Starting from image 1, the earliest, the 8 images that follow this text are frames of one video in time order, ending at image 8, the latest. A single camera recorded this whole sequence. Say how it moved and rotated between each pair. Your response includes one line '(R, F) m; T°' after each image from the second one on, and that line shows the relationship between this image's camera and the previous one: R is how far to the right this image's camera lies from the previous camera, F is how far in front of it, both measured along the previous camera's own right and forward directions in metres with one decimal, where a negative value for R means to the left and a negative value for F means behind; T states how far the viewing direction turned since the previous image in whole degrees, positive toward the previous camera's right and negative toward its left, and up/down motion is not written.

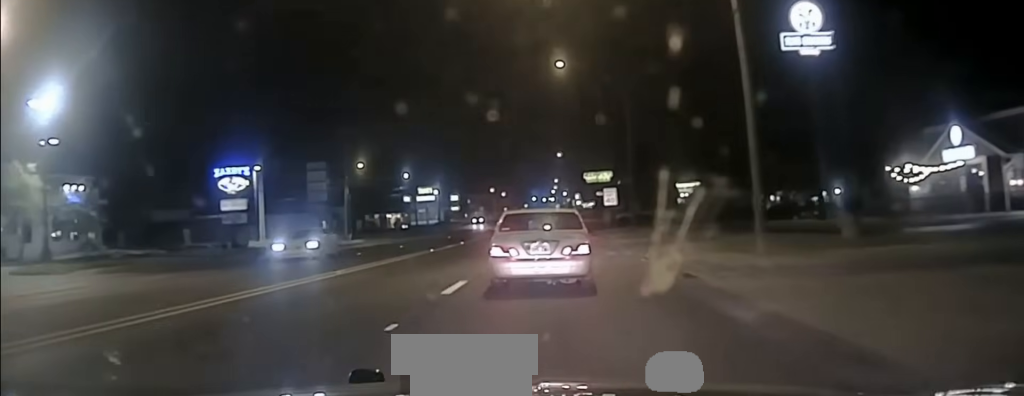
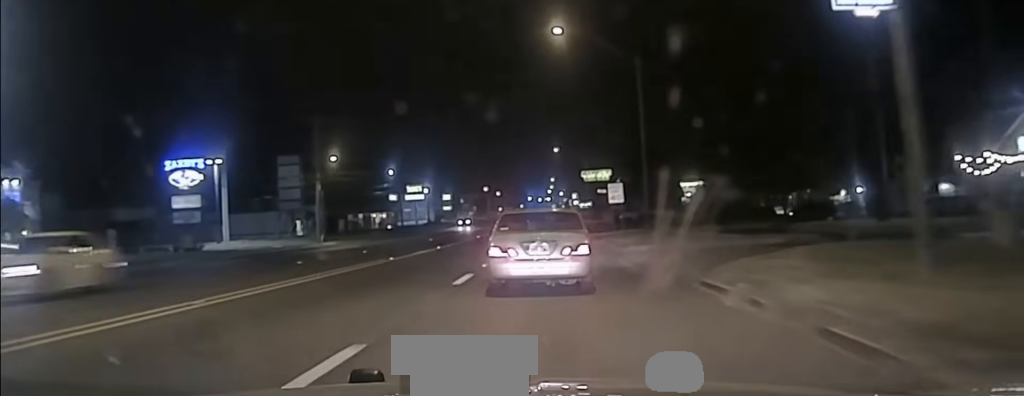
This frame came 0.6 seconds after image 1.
(0.0, +9.9) m; 0°
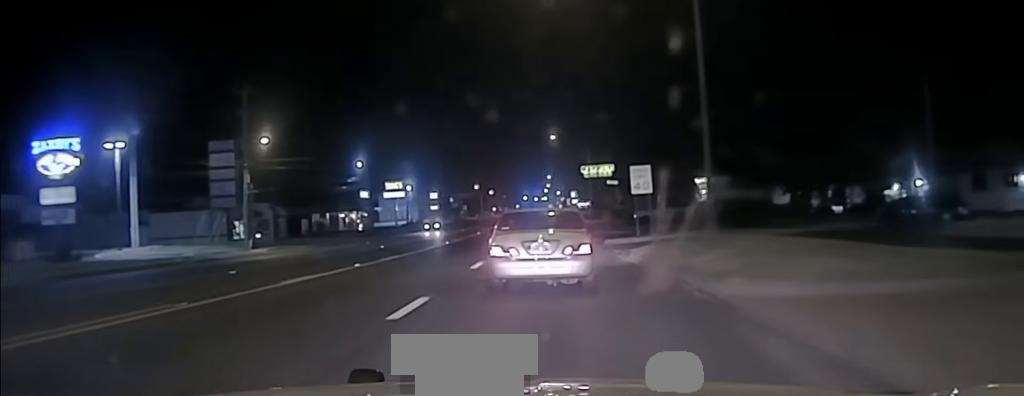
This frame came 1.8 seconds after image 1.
(0.0, +18.3) m; 0°
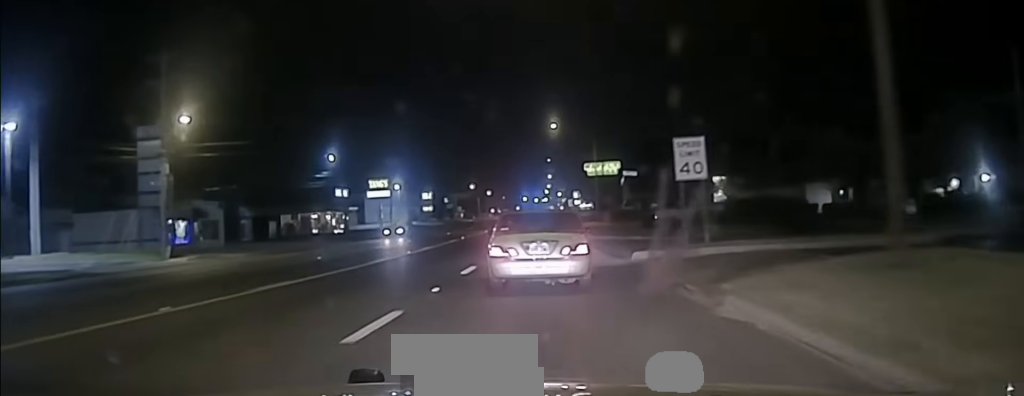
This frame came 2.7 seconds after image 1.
(0.0, +14.2) m; 0°
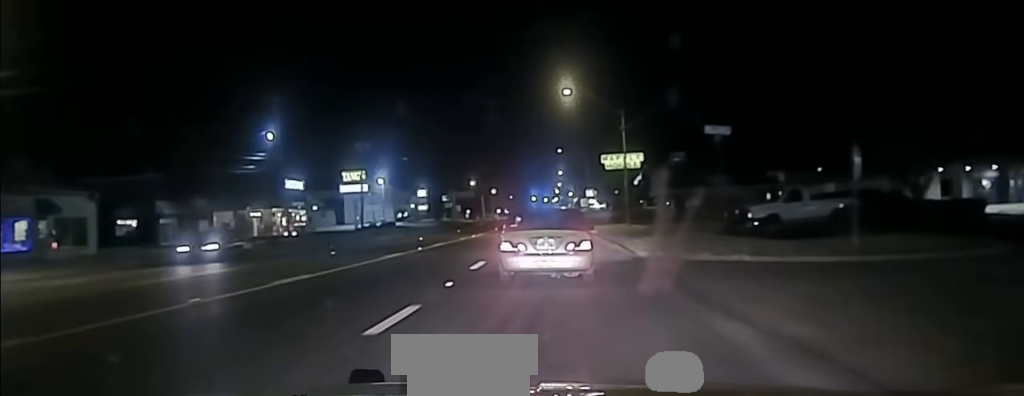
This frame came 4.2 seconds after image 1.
(0.0, +24.5) m; -1°
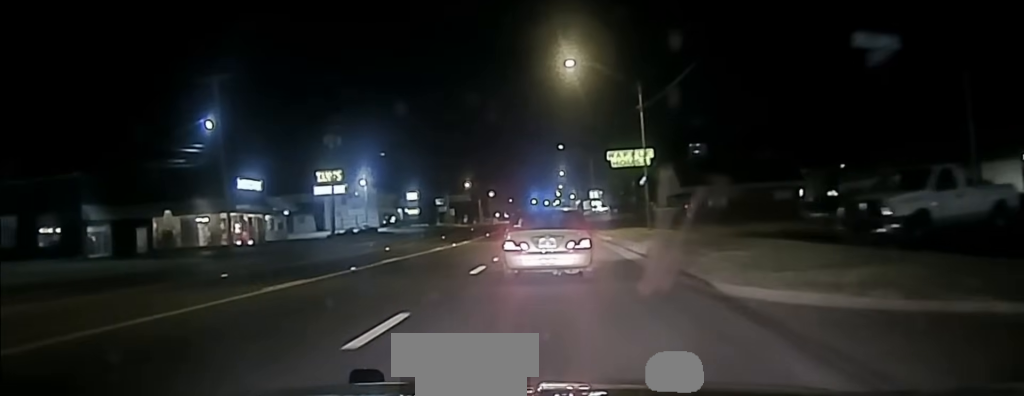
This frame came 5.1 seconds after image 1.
(-0.1, +13.0) m; -1°
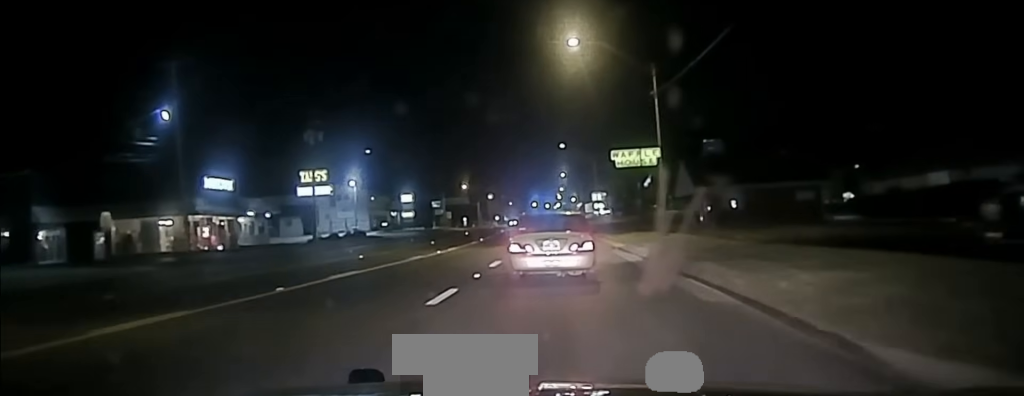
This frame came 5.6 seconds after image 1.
(-0.2, +7.3) m; 0°
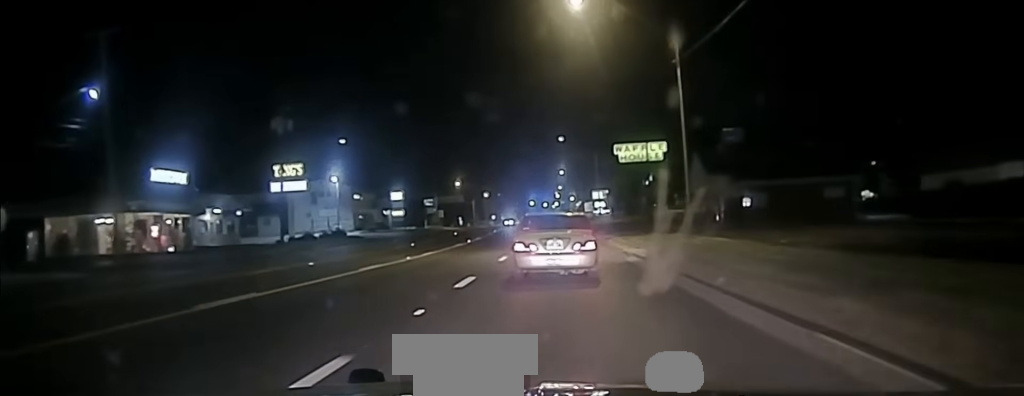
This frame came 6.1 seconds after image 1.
(+0.1, +8.6) m; +1°
